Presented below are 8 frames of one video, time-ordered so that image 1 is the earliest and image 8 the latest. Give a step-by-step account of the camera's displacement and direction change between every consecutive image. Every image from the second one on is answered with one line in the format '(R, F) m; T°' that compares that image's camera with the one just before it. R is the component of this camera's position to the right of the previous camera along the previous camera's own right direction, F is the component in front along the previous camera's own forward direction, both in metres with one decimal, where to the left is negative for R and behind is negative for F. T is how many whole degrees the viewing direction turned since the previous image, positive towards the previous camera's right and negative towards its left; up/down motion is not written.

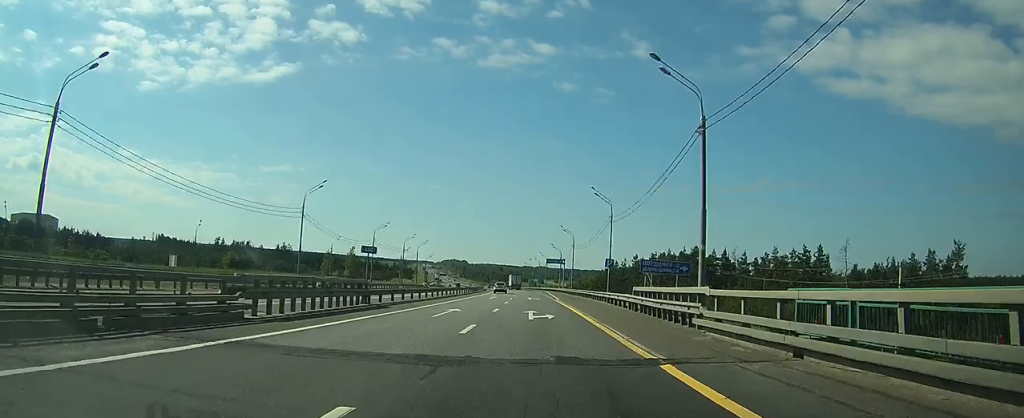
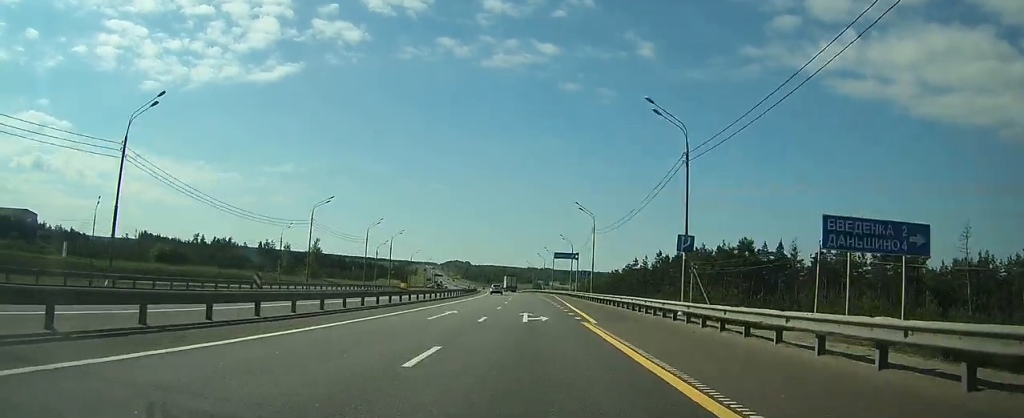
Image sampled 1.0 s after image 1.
(-0.1, +31.2) m; -1°
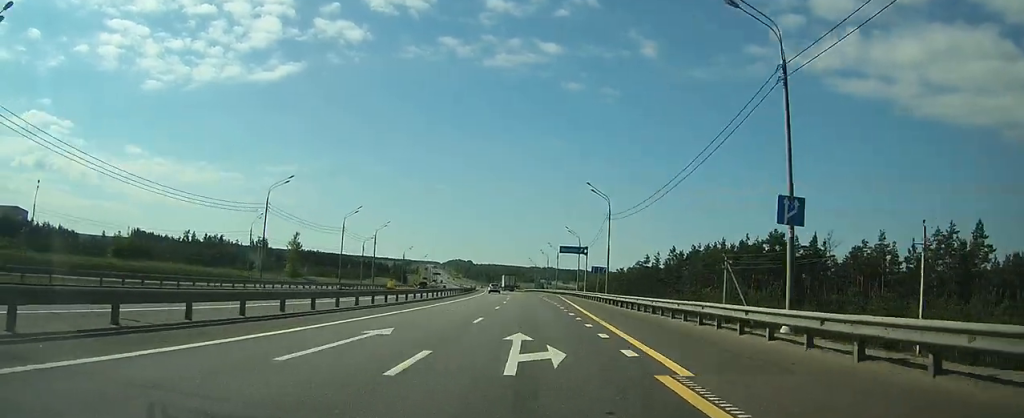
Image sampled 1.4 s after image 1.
(0.0, +13.2) m; 0°
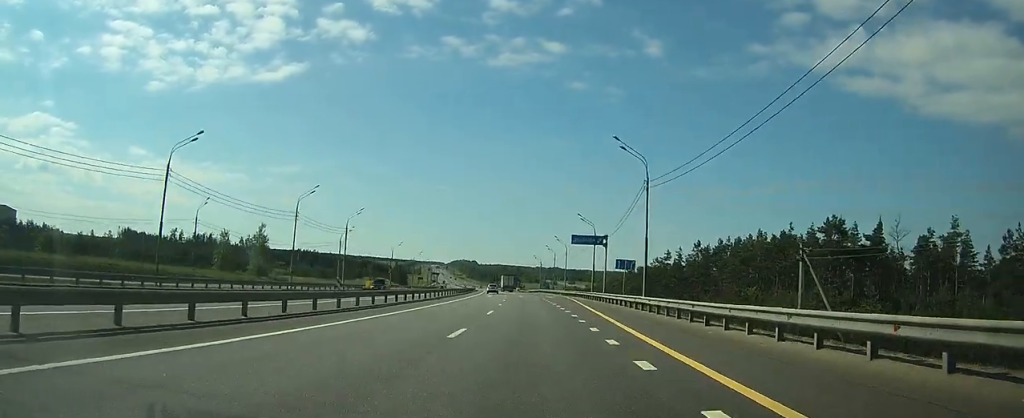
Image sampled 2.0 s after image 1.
(-0.1, +18.1) m; 0°
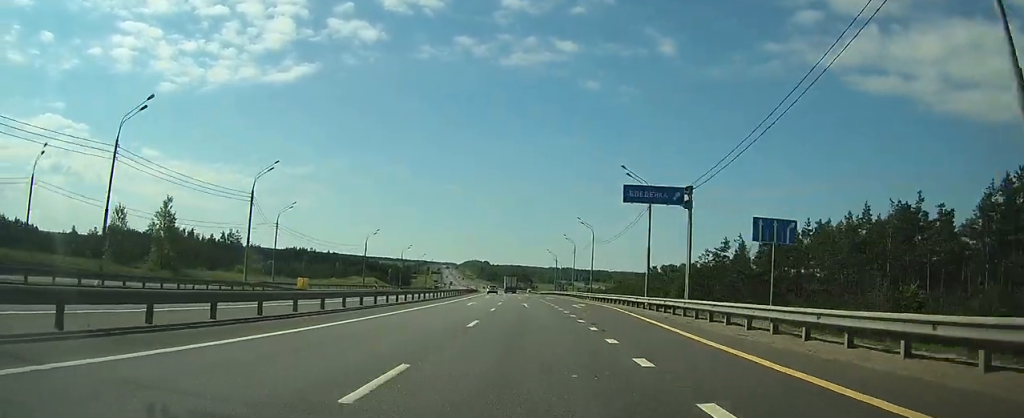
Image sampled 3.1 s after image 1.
(-0.1, +31.9) m; -1°
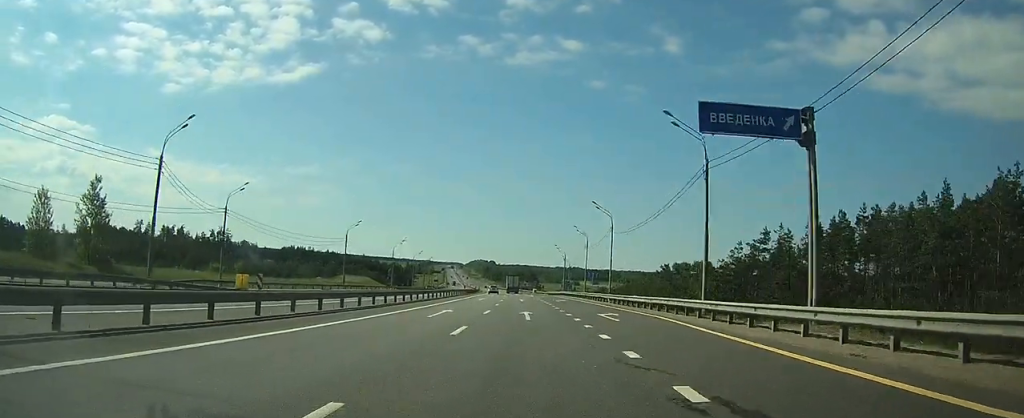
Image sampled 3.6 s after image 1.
(-0.2, +15.0) m; -1°
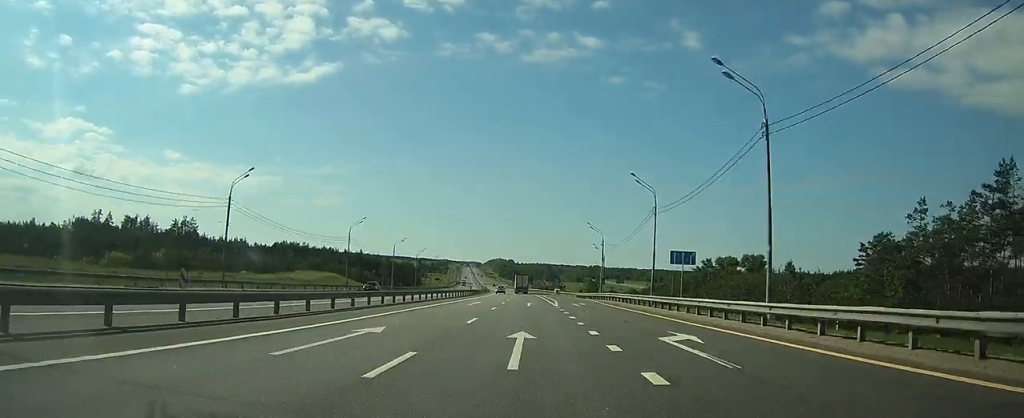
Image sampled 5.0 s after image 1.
(-0.5, +43.0) m; -1°
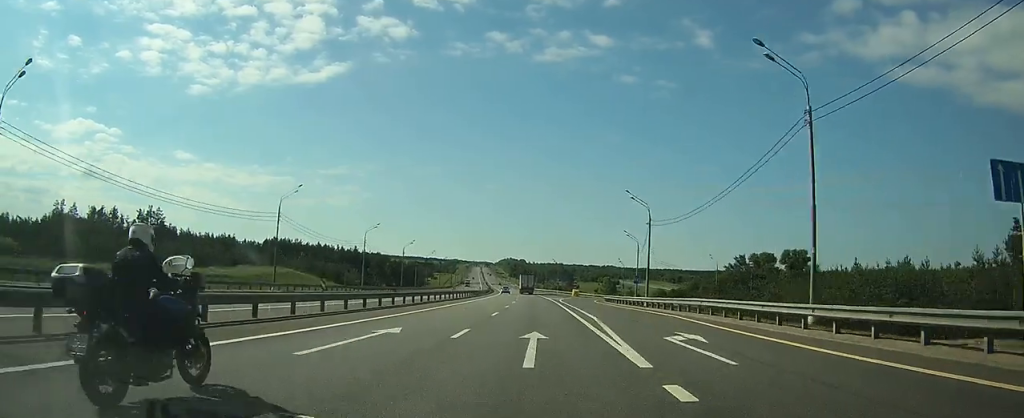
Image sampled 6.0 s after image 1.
(-0.3, +29.1) m; -1°
